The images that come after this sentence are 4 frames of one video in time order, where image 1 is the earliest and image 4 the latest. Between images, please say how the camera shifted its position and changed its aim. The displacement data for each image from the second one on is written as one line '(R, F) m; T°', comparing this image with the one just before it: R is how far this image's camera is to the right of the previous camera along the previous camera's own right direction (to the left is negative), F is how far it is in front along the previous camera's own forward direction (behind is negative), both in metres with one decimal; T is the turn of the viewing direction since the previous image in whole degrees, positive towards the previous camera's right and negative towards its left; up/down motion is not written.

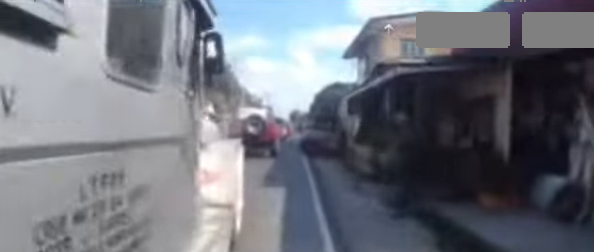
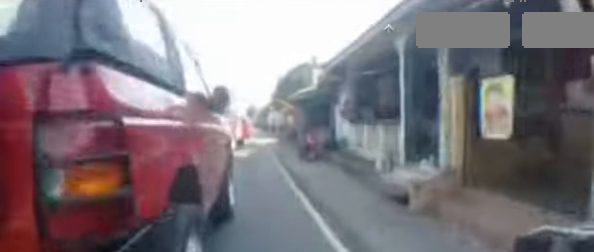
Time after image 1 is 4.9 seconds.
(+0.2, +17.0) m; +5°
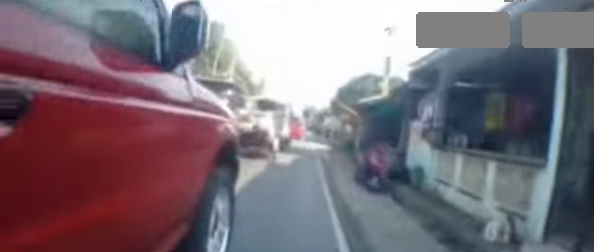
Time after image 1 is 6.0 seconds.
(-0.2, +2.6) m; -4°
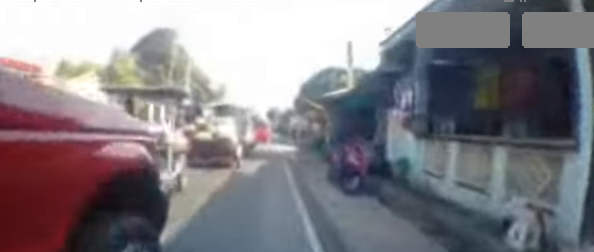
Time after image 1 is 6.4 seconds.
(0.0, +1.2) m; 0°
